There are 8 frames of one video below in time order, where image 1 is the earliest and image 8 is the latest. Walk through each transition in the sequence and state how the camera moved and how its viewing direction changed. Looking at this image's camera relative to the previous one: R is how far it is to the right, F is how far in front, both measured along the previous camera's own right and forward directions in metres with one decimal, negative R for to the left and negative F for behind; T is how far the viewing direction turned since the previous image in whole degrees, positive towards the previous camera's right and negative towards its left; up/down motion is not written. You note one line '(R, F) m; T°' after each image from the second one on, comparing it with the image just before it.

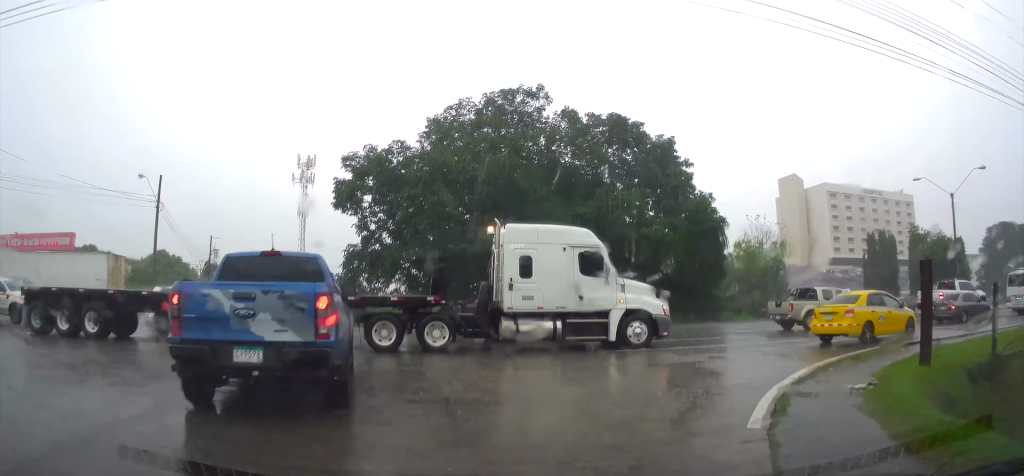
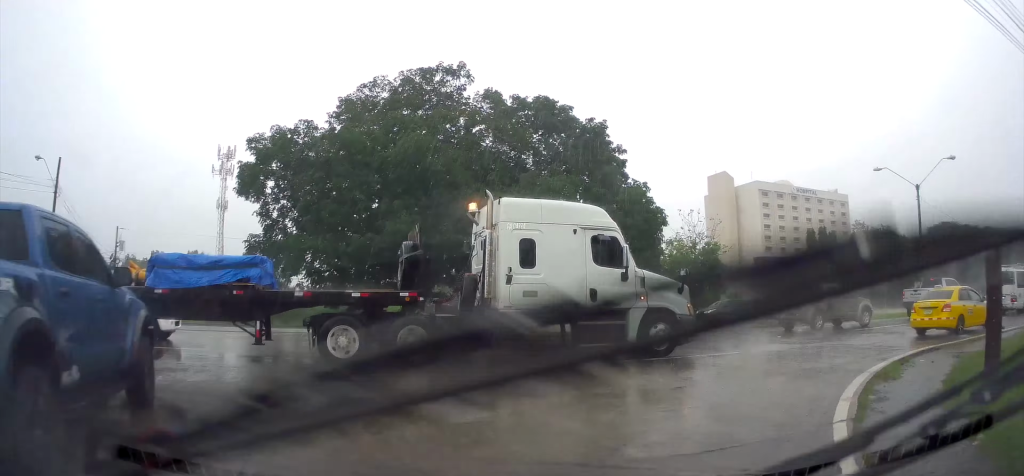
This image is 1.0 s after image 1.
(+0.1, +4.8) m; +7°
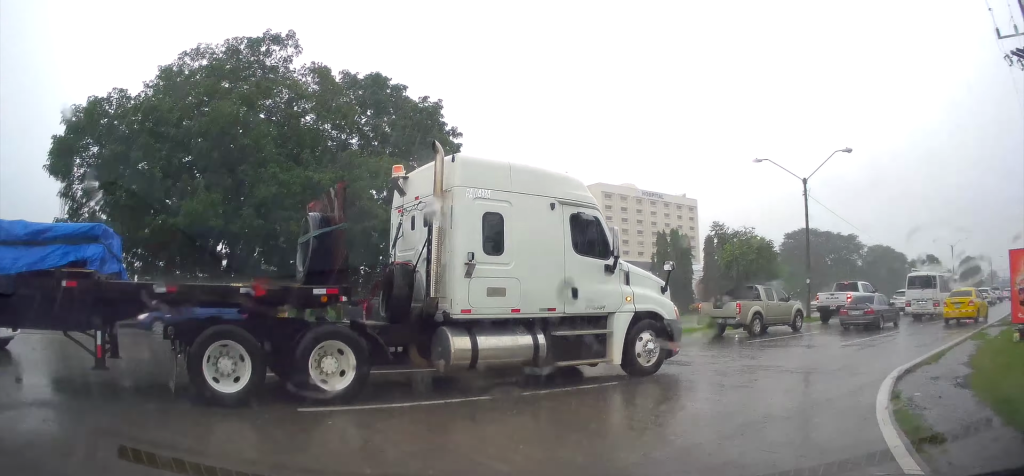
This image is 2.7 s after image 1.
(+0.9, +6.9) m; +17°
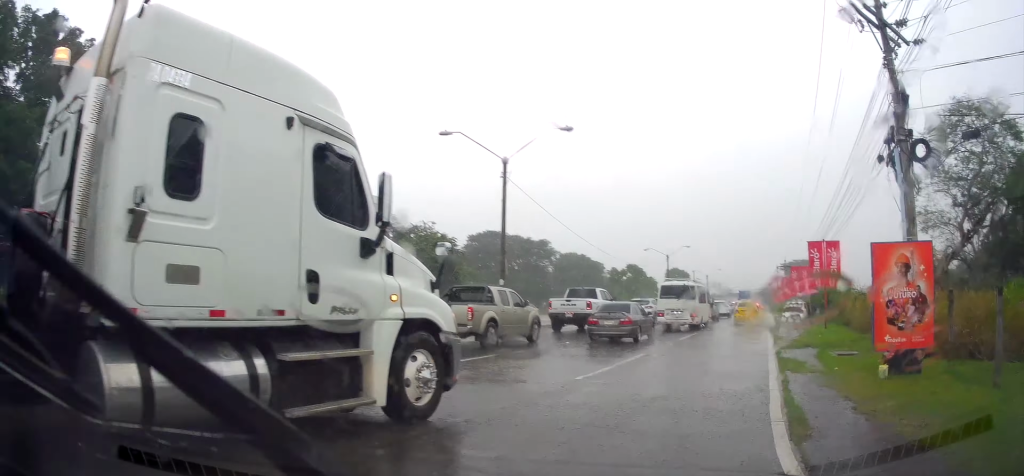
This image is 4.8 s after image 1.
(+1.8, +7.6) m; +31°
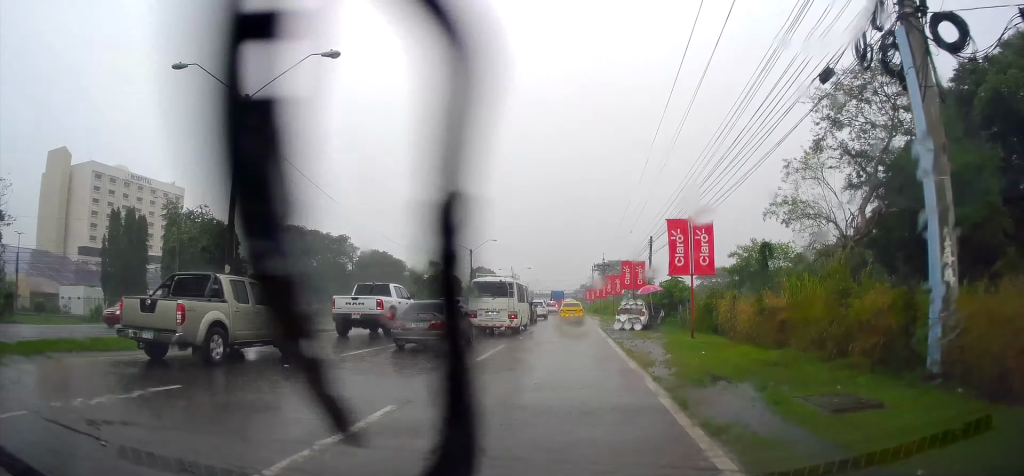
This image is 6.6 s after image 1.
(+1.7, +6.8) m; +20°
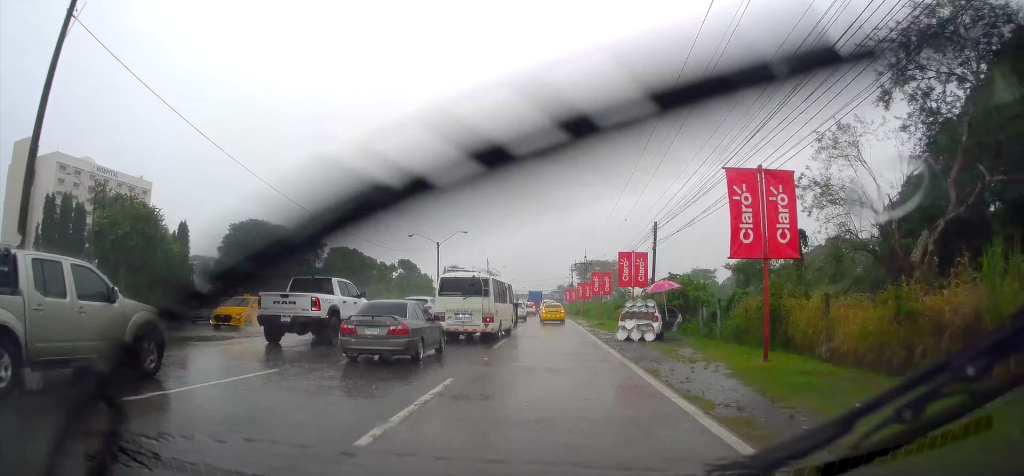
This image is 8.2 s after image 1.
(+0.7, +6.8) m; +4°
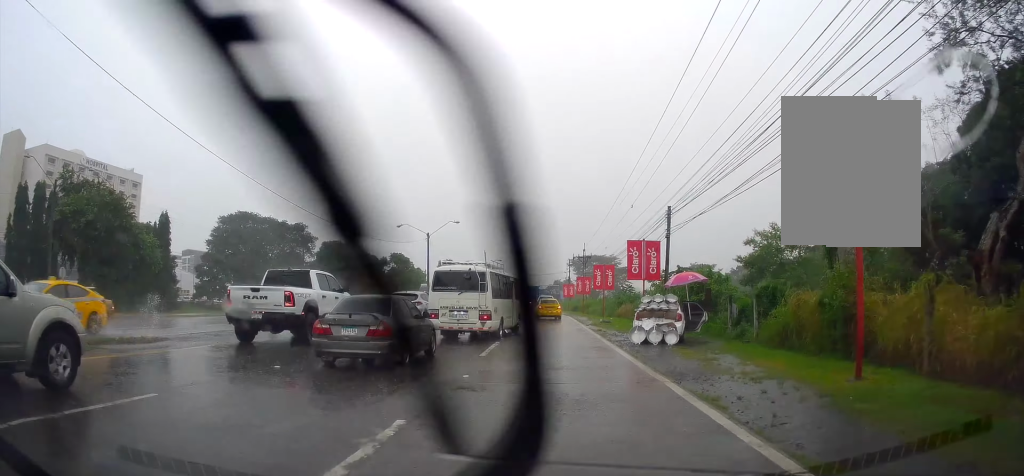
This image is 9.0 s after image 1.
(+0.1, +3.5) m; 0°
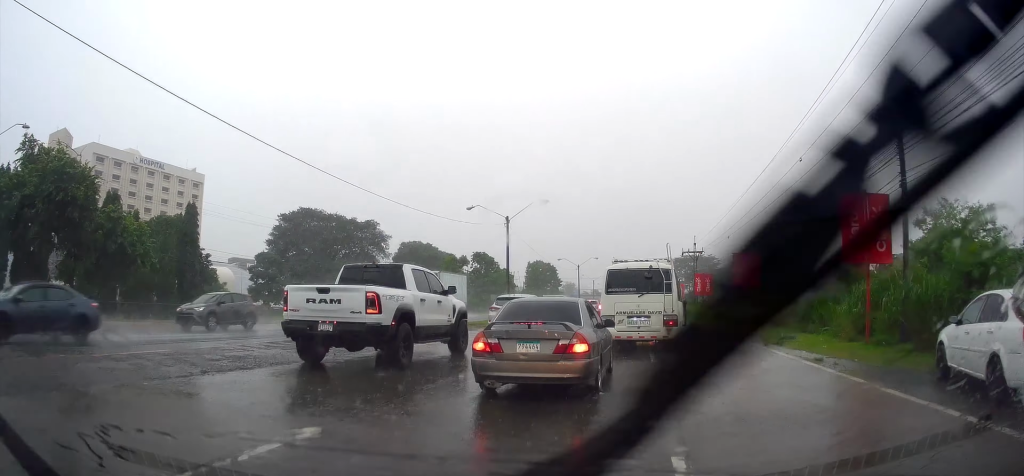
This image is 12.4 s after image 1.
(-0.6, +13.2) m; -7°
